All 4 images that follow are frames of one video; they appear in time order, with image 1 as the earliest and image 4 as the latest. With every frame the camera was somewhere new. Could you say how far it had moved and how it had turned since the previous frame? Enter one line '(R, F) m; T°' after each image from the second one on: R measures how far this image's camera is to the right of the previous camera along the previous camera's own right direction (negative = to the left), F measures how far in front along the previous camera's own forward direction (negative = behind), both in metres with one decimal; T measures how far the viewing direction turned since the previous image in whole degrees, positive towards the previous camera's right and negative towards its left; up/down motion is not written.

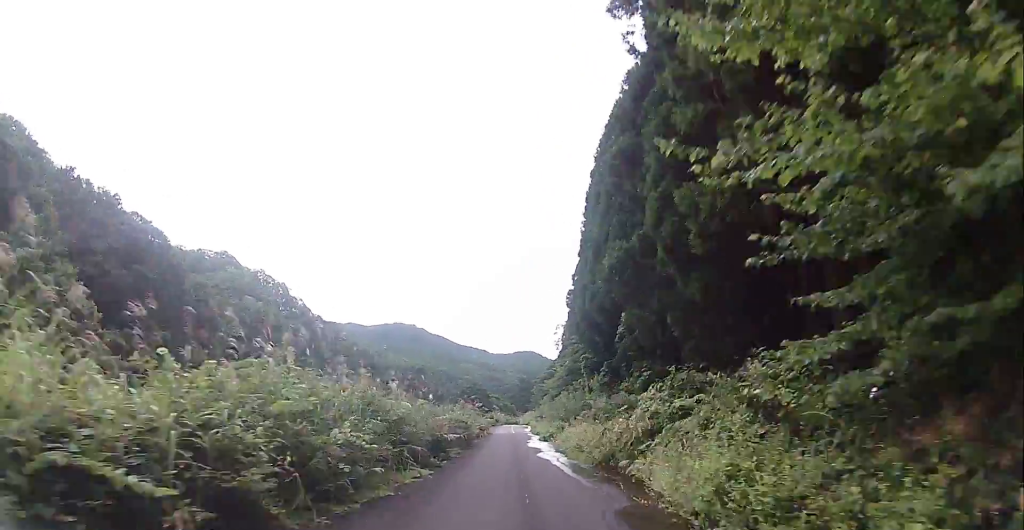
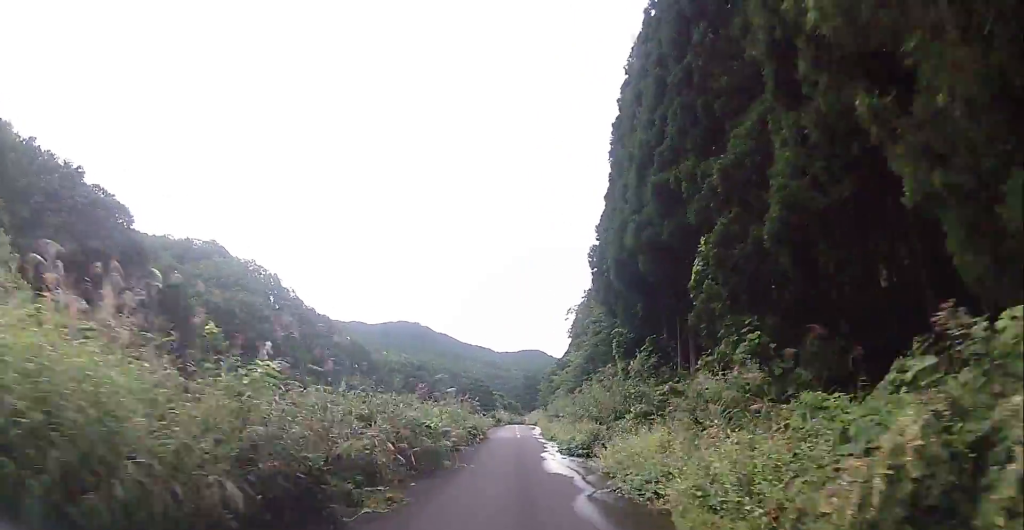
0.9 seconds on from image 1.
(0.0, +12.9) m; +2°
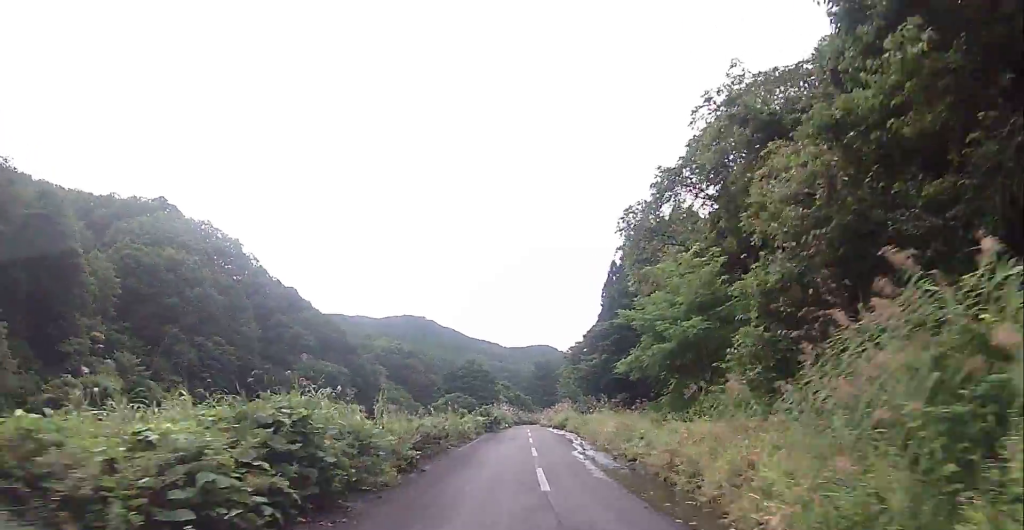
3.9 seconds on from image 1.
(-0.8, +40.8) m; -3°
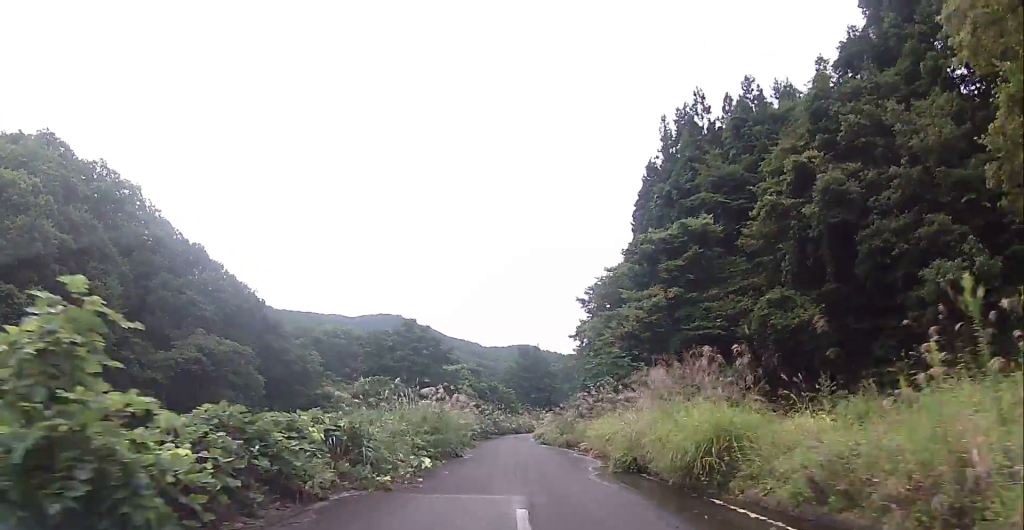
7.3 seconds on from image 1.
(+2.9, +46.5) m; +3°
